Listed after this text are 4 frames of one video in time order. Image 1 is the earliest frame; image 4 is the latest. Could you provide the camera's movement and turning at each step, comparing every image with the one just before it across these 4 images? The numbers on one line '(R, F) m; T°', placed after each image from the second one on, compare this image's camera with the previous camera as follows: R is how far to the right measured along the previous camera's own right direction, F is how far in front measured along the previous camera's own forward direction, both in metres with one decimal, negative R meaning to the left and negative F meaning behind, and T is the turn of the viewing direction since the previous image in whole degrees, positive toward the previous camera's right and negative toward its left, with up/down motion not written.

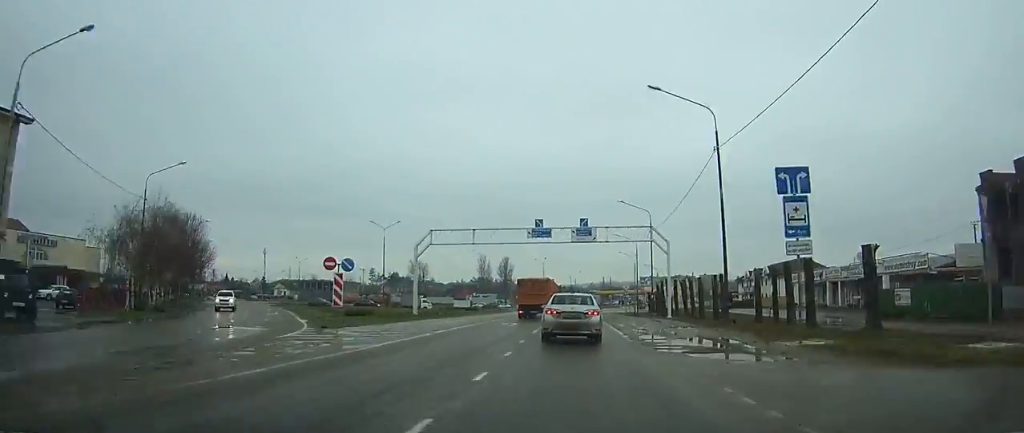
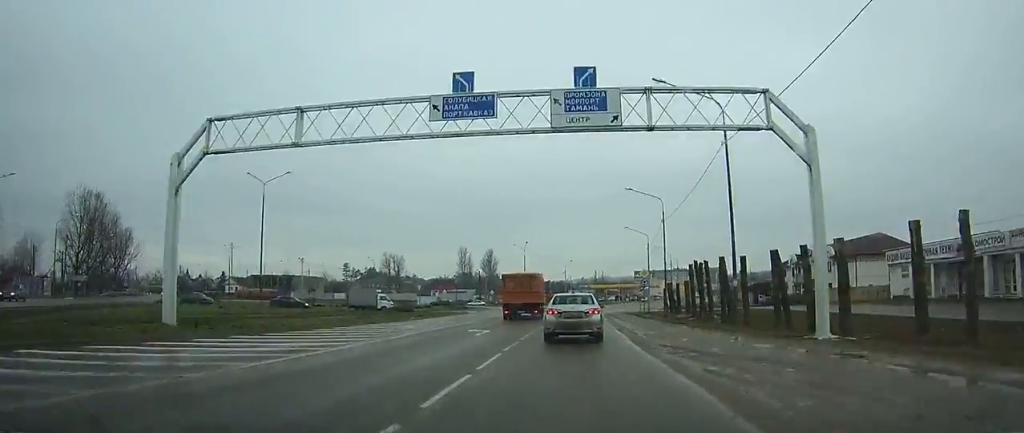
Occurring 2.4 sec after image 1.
(+0.2, +32.1) m; +1°
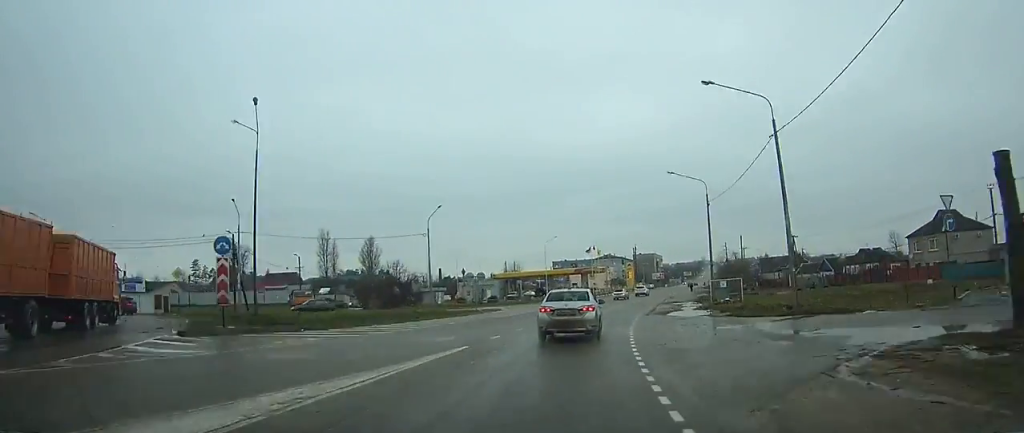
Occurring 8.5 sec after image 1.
(+5.3, +82.5) m; +10°
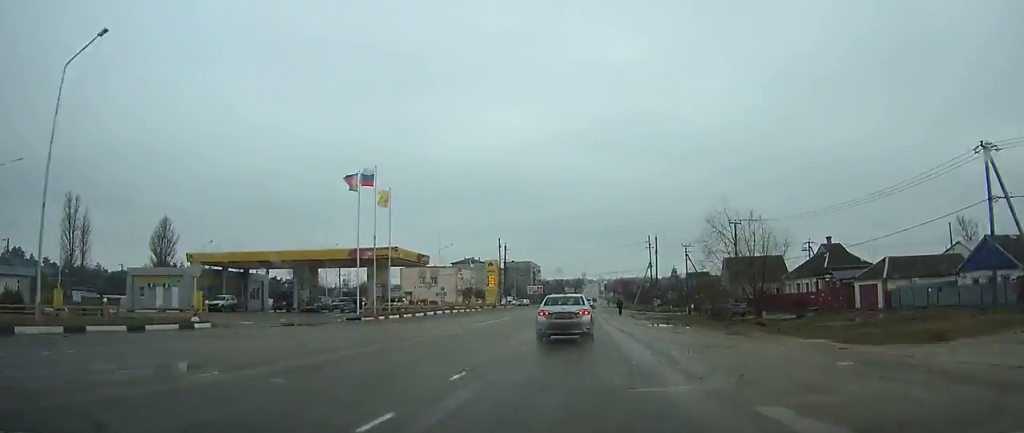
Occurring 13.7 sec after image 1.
(+7.9, +71.5) m; +10°
